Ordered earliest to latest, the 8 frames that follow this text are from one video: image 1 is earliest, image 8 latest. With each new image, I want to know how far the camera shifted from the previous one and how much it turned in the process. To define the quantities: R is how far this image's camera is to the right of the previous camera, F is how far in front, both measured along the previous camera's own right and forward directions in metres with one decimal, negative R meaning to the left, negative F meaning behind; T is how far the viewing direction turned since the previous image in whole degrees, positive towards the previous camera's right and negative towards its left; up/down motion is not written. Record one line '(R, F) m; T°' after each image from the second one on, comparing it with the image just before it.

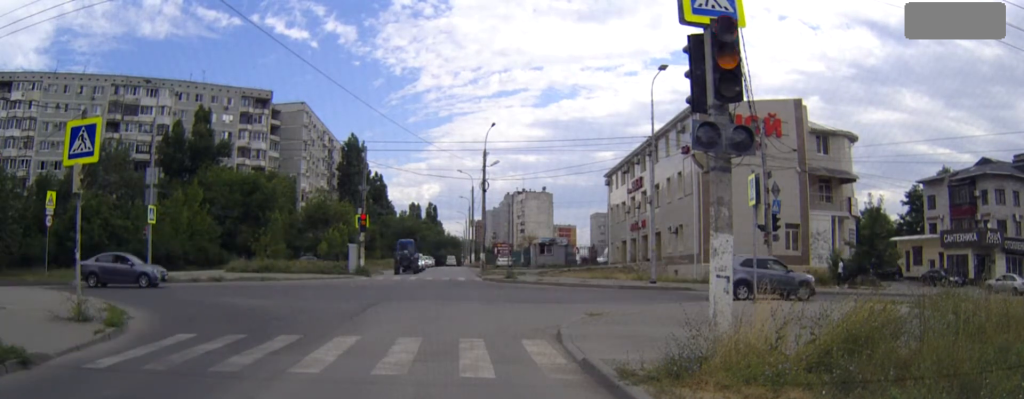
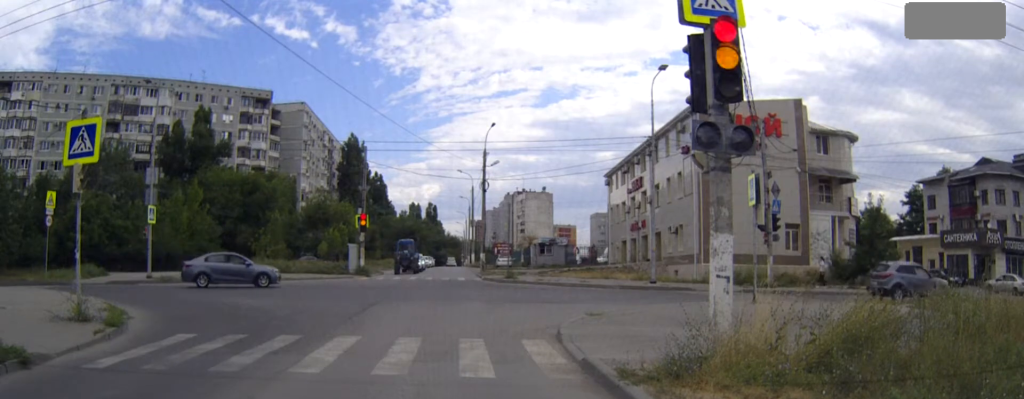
(0.0, 0.0) m; 0°
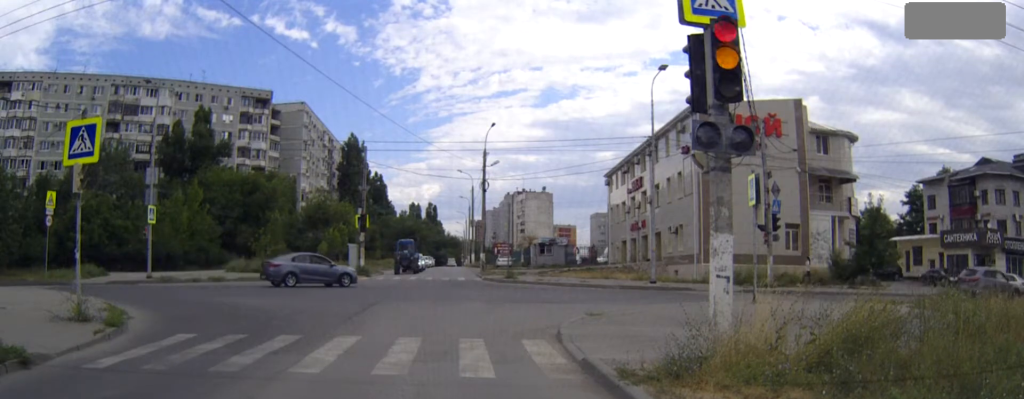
(0.0, 0.0) m; 0°
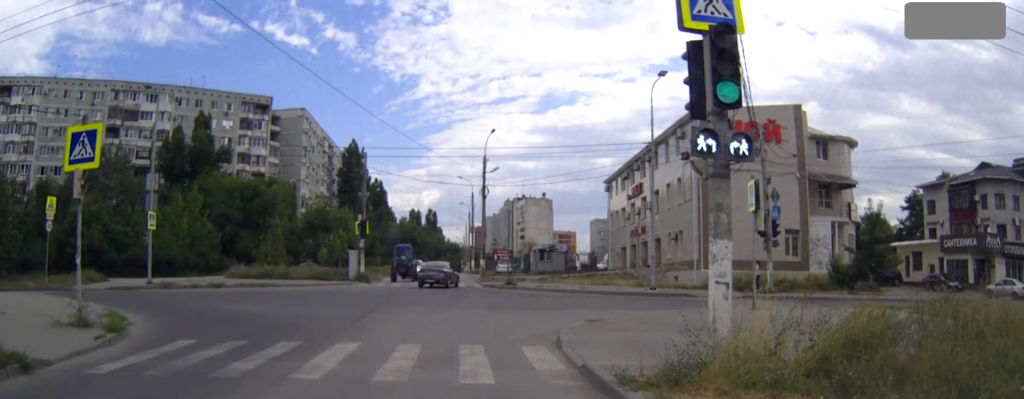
(0.0, 0.0) m; 0°
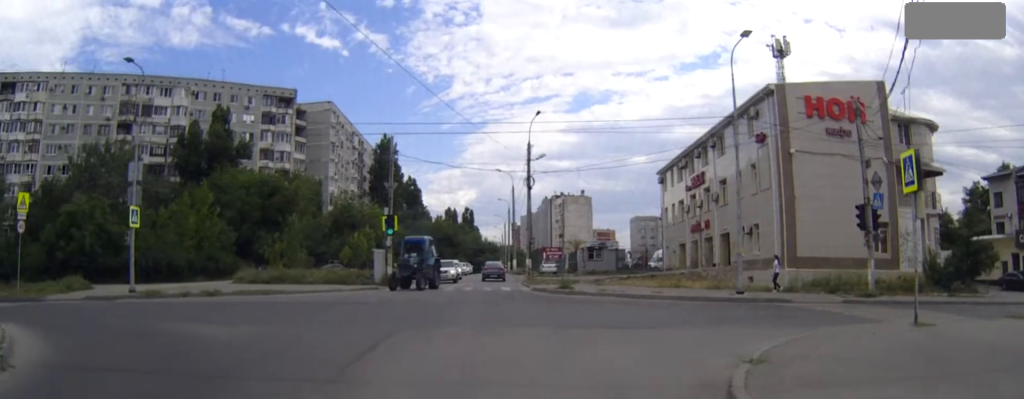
(-0.4, +2.3) m; -7°
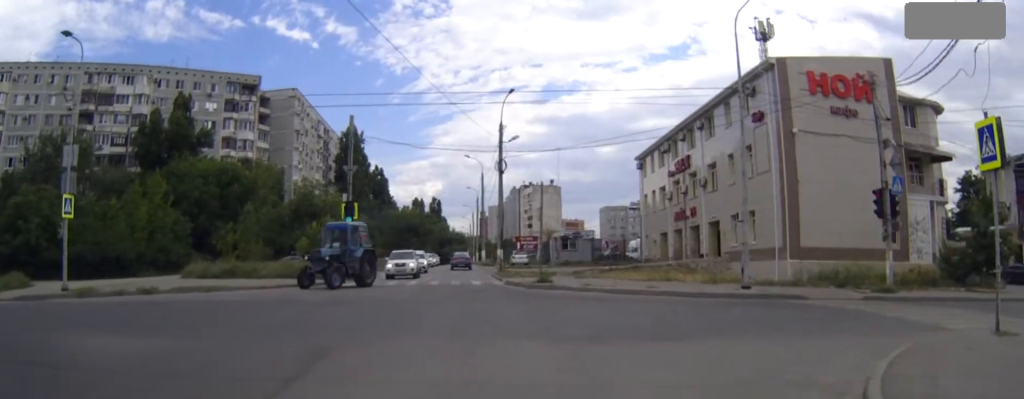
(+0.1, +3.6) m; +4°
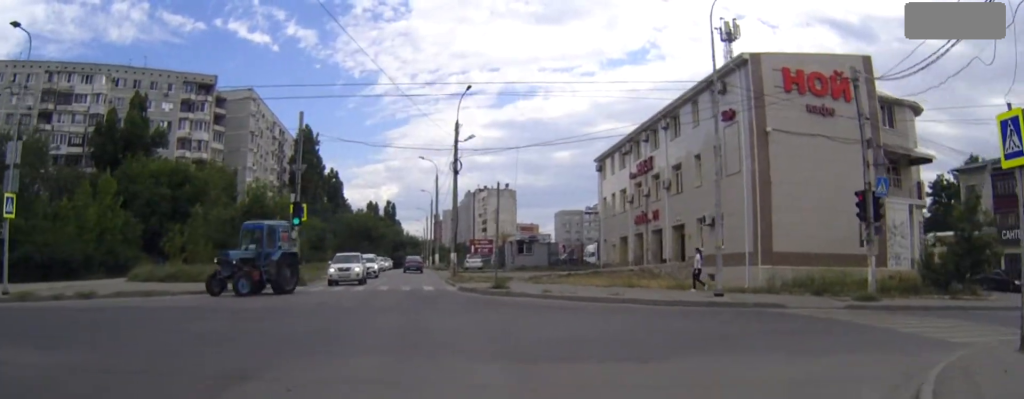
(0.0, +1.8) m; +3°
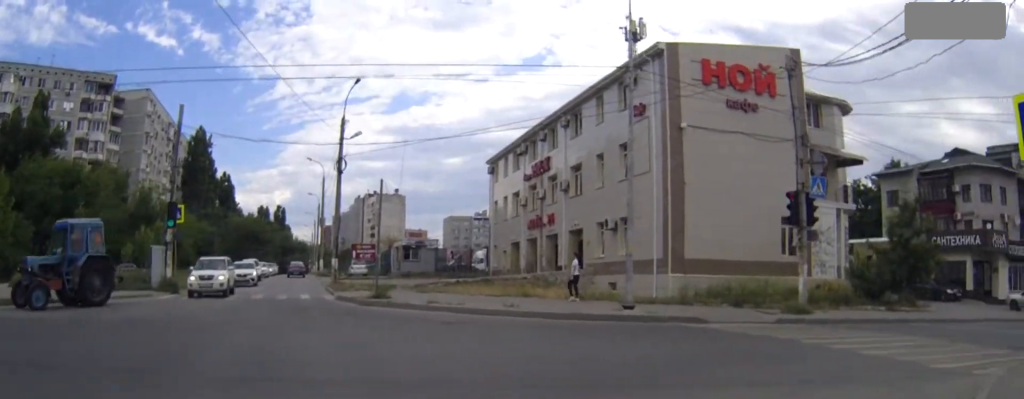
(+0.1, +2.7) m; +7°
